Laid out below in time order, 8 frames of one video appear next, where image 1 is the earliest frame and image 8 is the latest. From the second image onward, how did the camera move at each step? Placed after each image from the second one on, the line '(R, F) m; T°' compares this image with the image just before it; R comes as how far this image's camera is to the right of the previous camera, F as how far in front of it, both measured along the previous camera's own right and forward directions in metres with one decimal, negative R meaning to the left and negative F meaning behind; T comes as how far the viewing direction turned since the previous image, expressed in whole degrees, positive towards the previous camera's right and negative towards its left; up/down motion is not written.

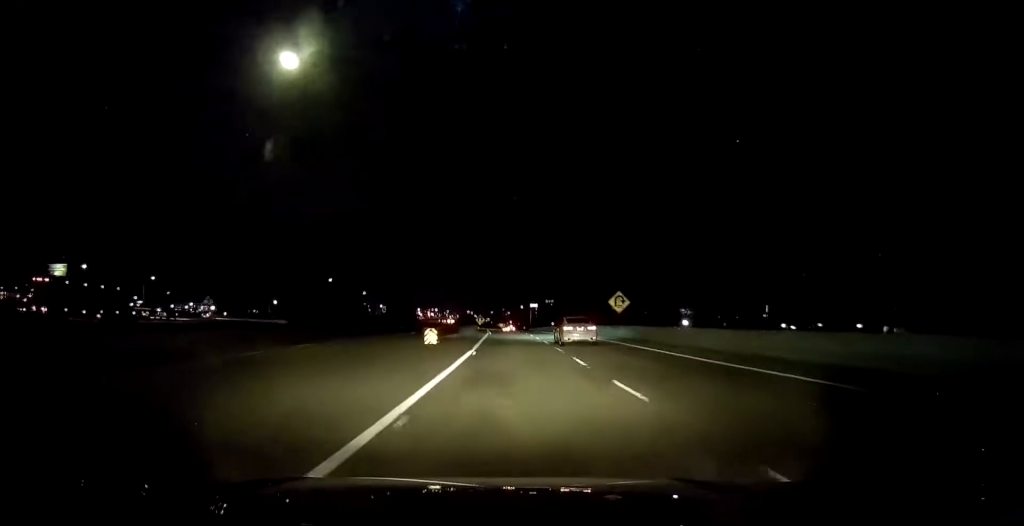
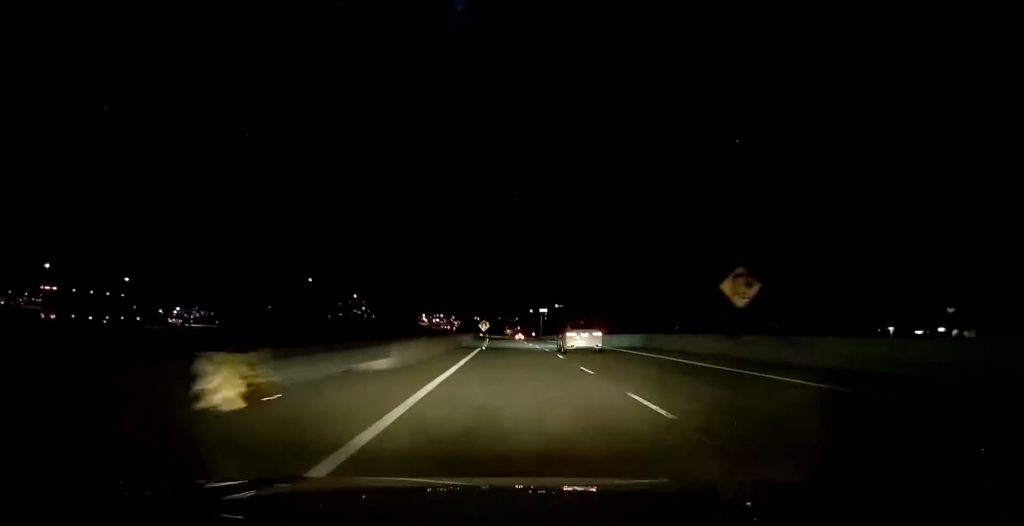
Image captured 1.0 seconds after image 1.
(-0.2, +23.5) m; -1°
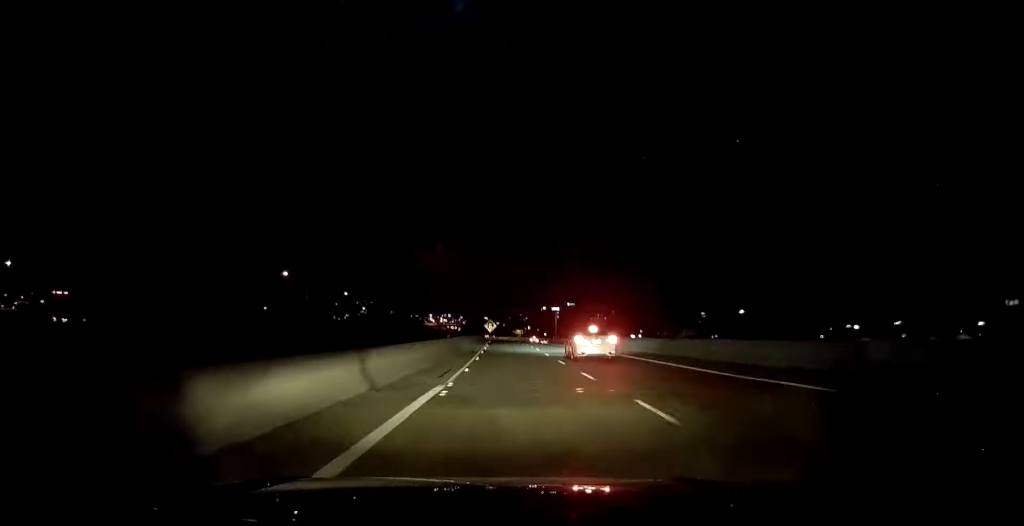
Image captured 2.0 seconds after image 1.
(-0.1, +22.7) m; 0°
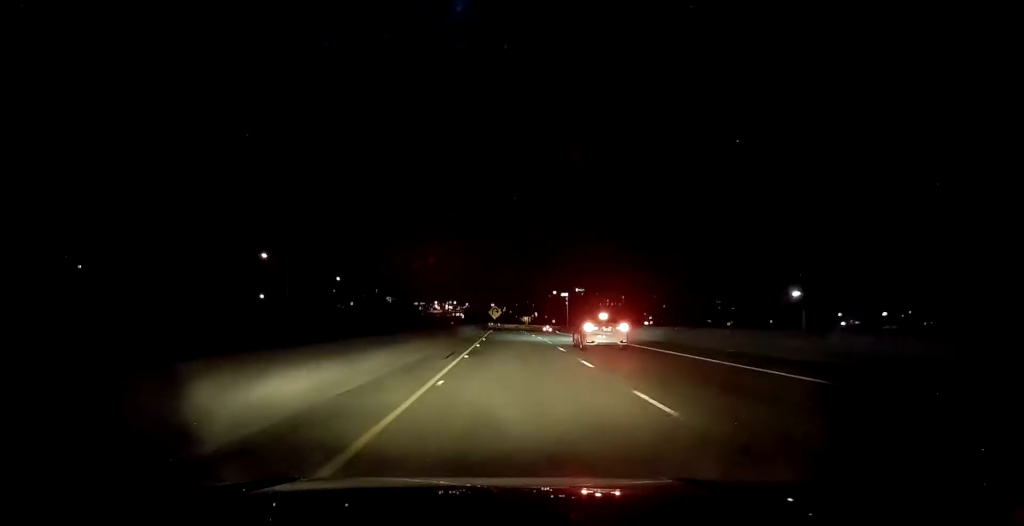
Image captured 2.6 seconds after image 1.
(+0.4, +14.0) m; 0°
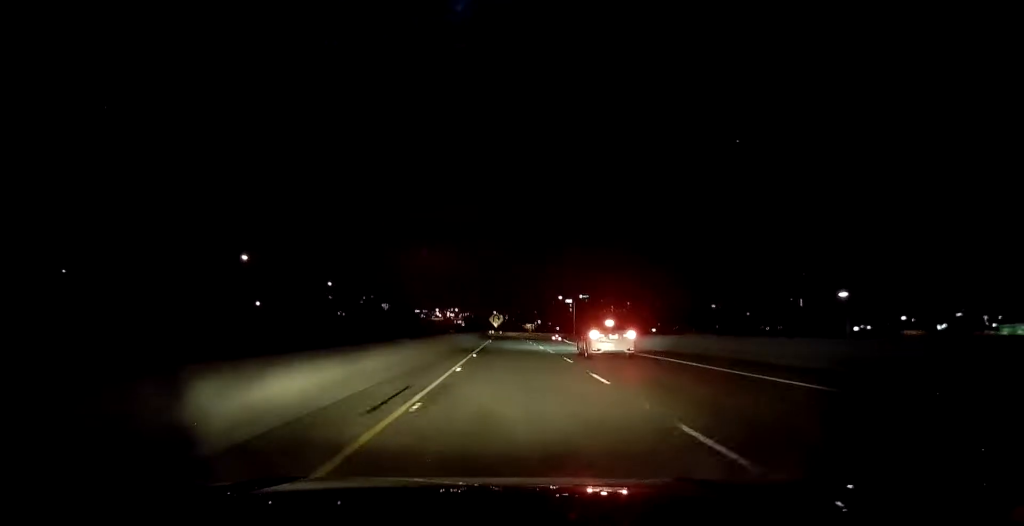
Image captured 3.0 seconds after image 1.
(-0.2, +10.2) m; -1°
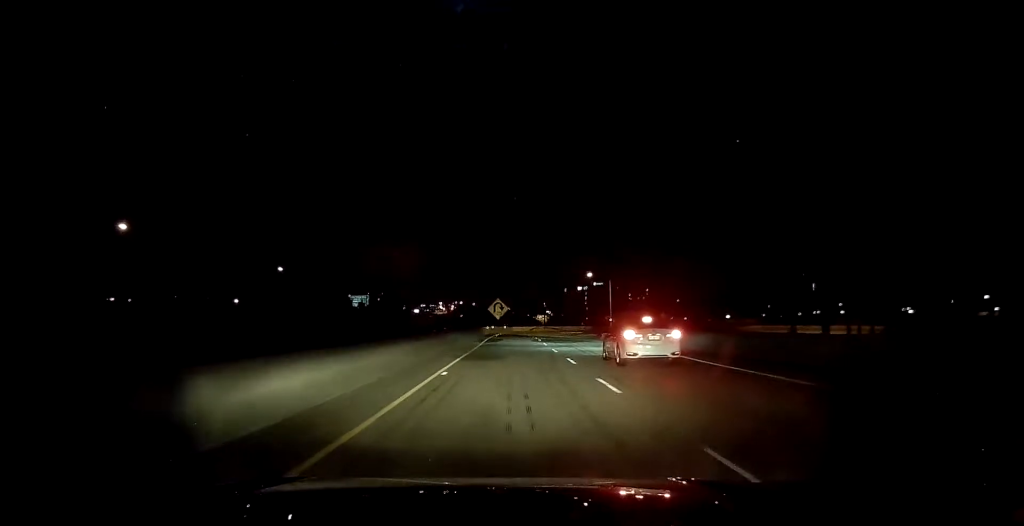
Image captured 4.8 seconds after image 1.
(-1.3, +38.5) m; -3°
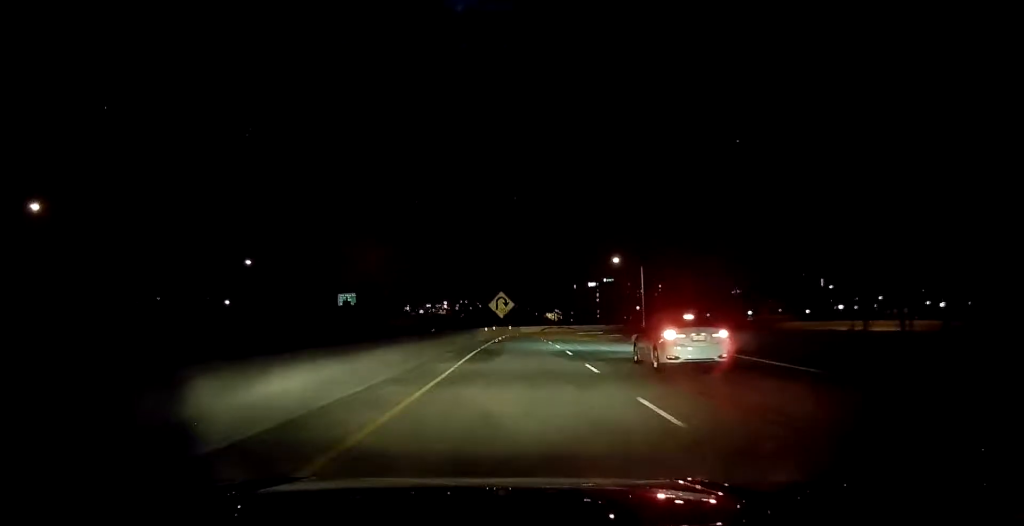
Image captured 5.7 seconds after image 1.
(-0.2, +19.2) m; 0°
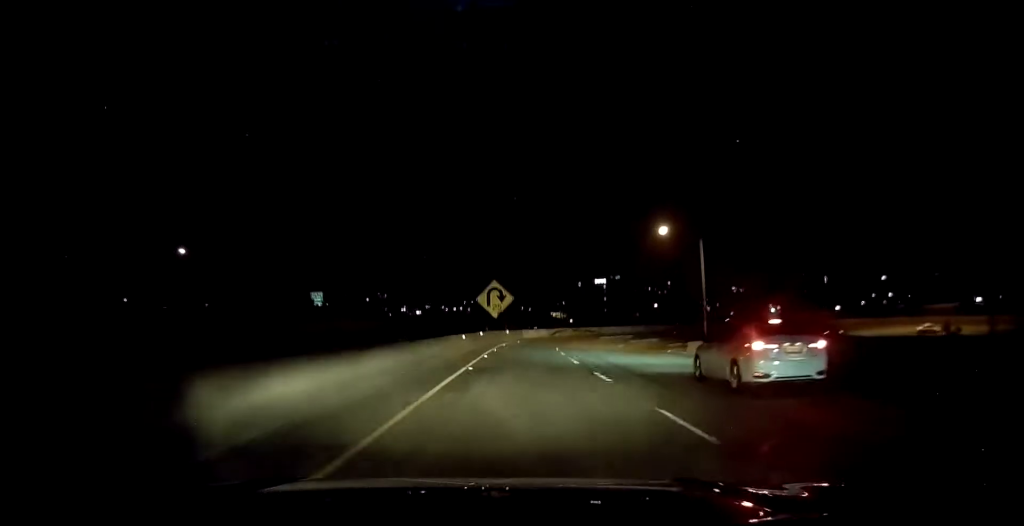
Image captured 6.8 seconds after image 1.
(+0.2, +22.4) m; +2°
